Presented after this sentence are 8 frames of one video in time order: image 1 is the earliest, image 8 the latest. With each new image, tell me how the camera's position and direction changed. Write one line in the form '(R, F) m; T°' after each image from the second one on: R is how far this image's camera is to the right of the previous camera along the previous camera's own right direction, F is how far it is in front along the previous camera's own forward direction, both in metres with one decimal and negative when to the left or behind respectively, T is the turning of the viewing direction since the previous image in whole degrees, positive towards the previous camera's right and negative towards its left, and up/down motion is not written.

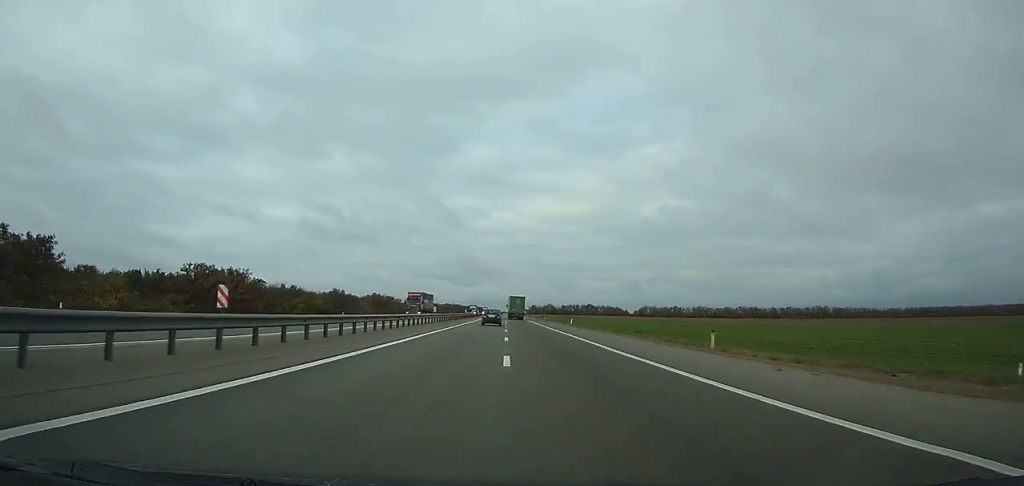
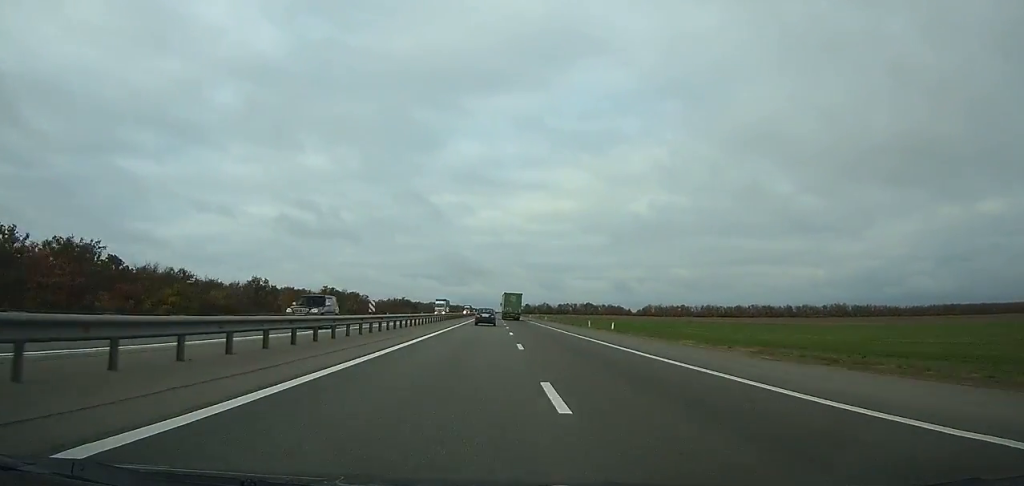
(+0.2, +66.9) m; 0°
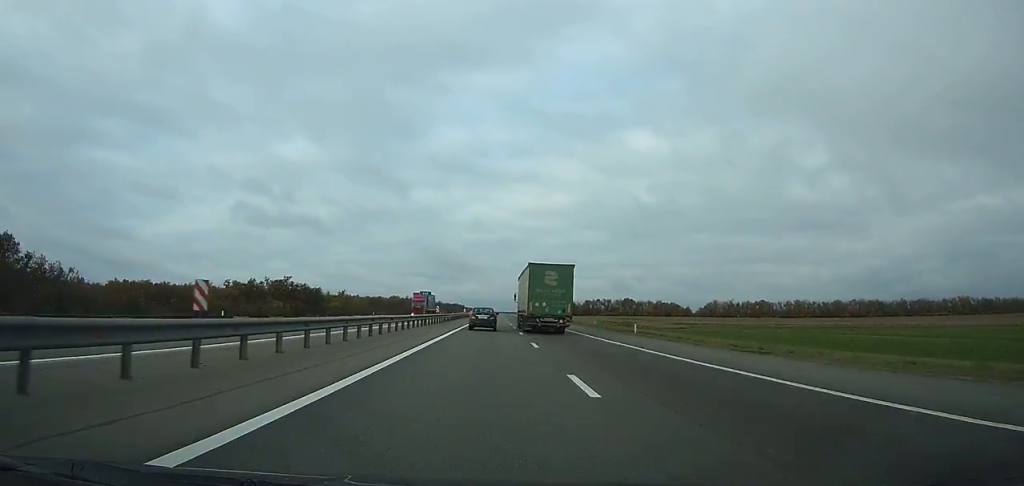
(+1.4, +215.2) m; 0°
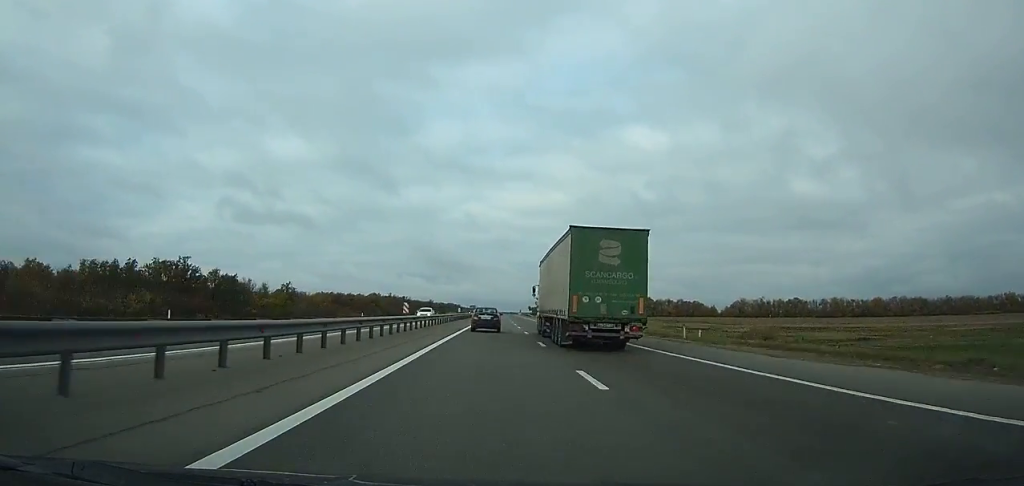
(+0.1, +58.1) m; 0°
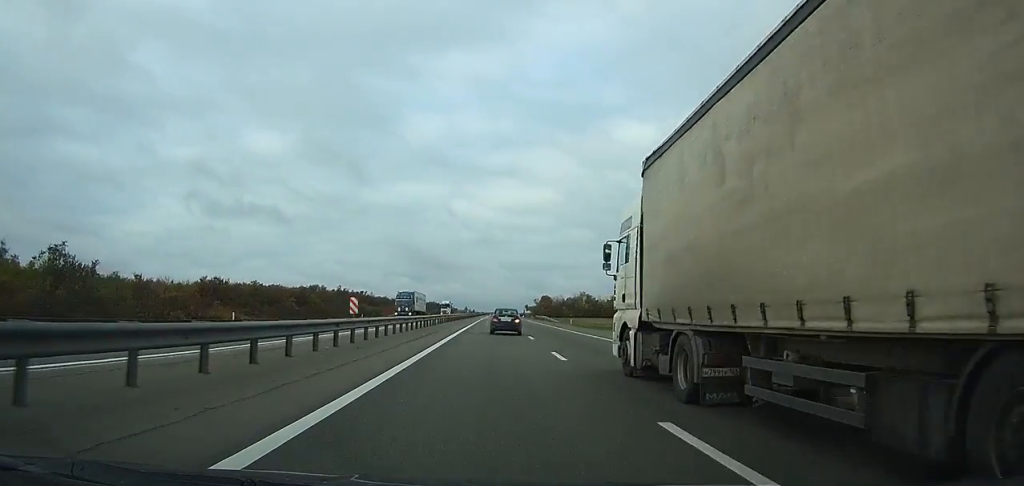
(+0.6, +90.5) m; +1°
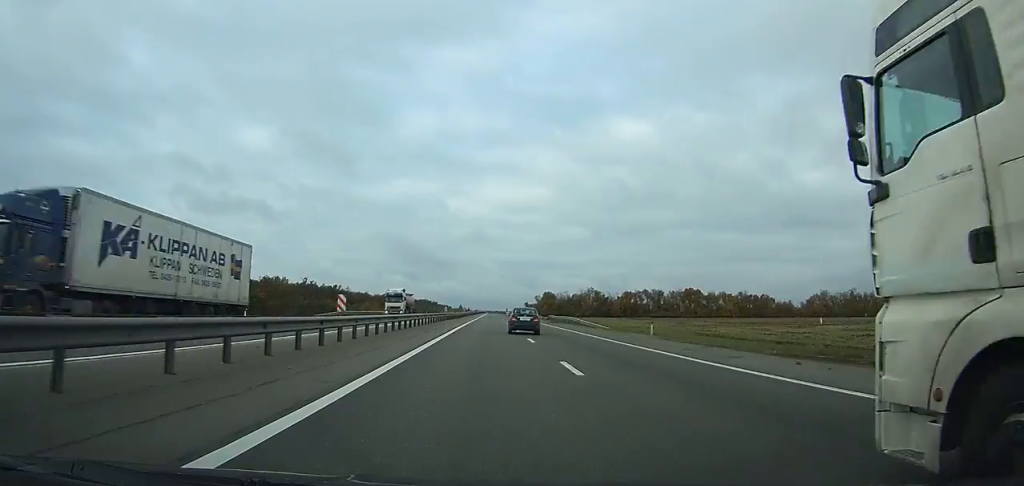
(+0.1, +38.7) m; 0°
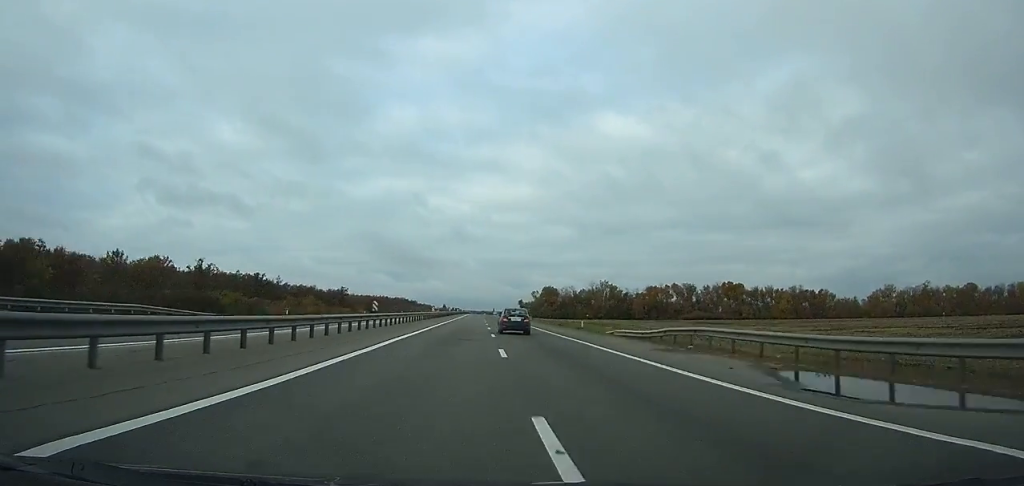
(+0.6, +67.0) m; +1°
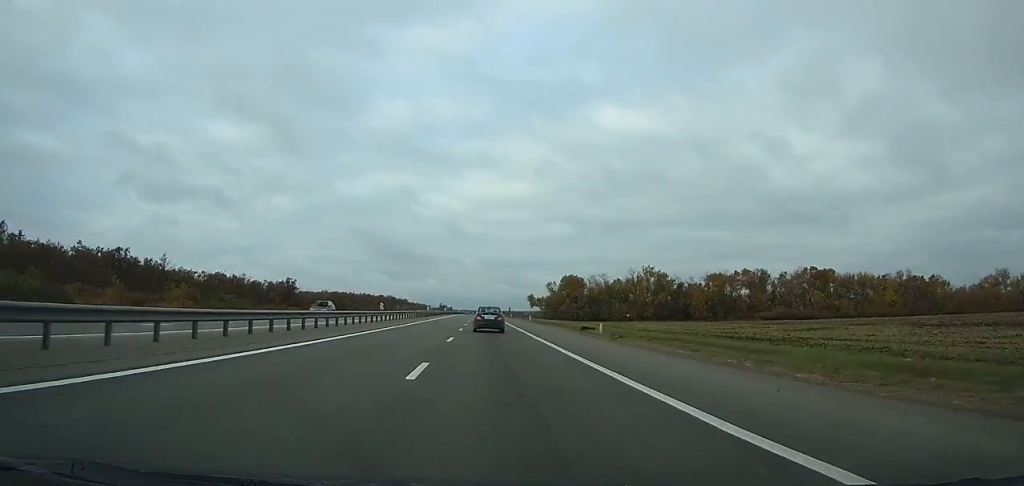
(+0.4, +62.4) m; 0°
